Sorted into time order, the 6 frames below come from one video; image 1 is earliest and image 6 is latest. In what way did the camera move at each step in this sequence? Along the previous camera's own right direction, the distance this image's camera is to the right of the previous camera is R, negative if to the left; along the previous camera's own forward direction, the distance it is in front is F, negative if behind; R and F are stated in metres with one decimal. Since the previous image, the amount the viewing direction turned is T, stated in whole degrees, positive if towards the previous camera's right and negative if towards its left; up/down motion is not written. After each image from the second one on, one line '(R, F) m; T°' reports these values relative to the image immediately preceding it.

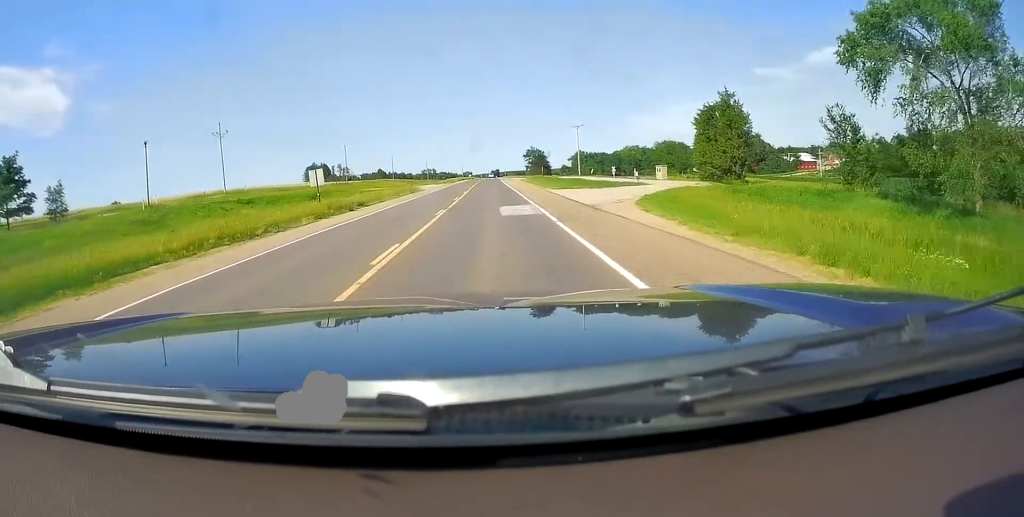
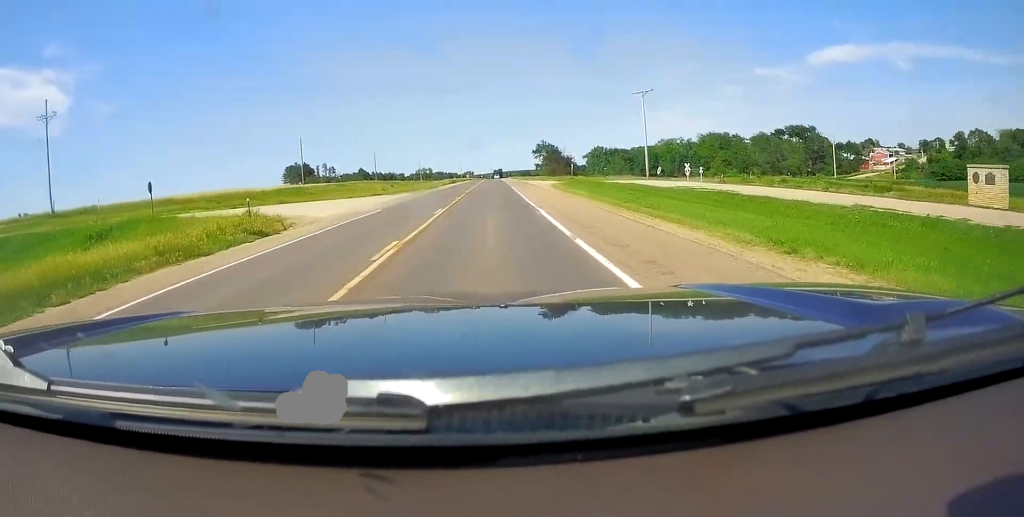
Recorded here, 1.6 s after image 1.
(-0.2, +48.2) m; +1°
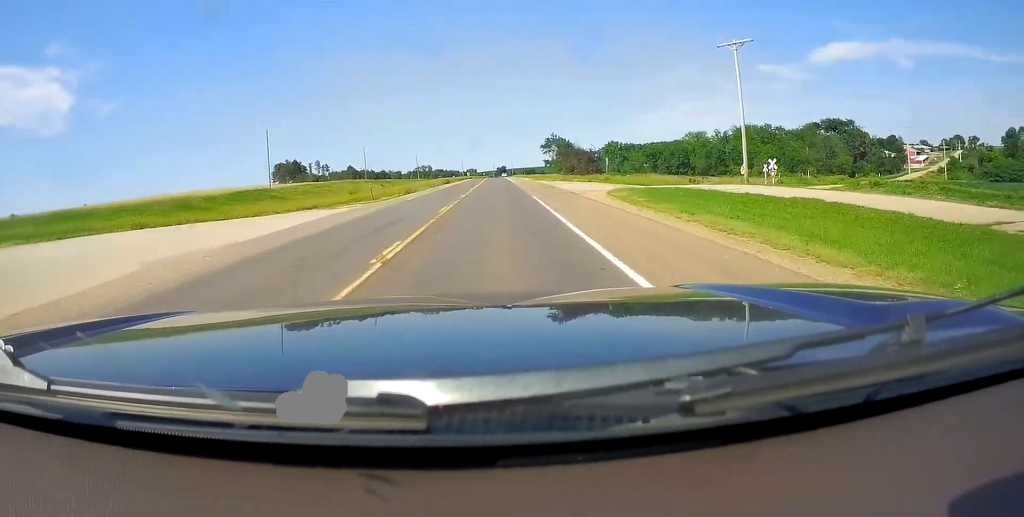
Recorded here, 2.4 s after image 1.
(+0.4, +25.1) m; +1°
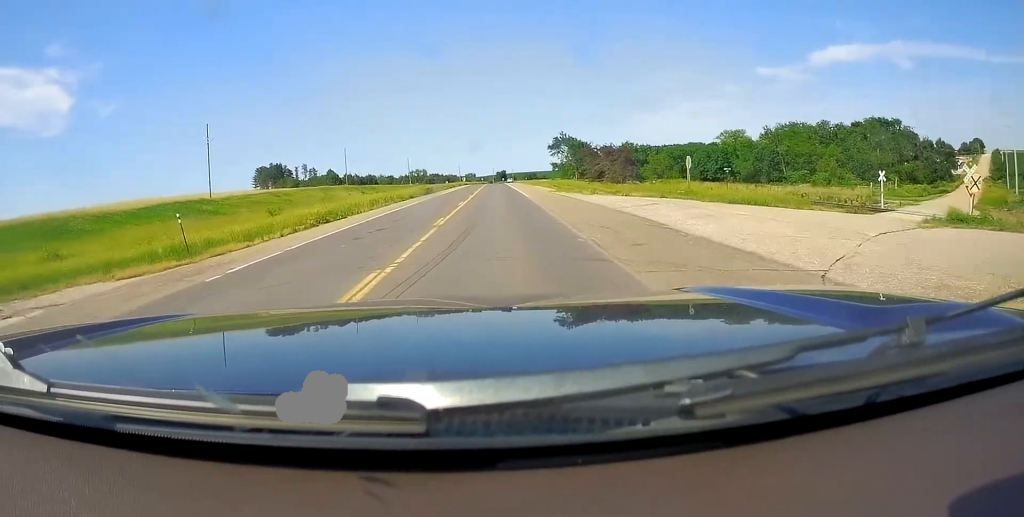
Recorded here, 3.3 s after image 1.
(0.0, +27.6) m; 0°
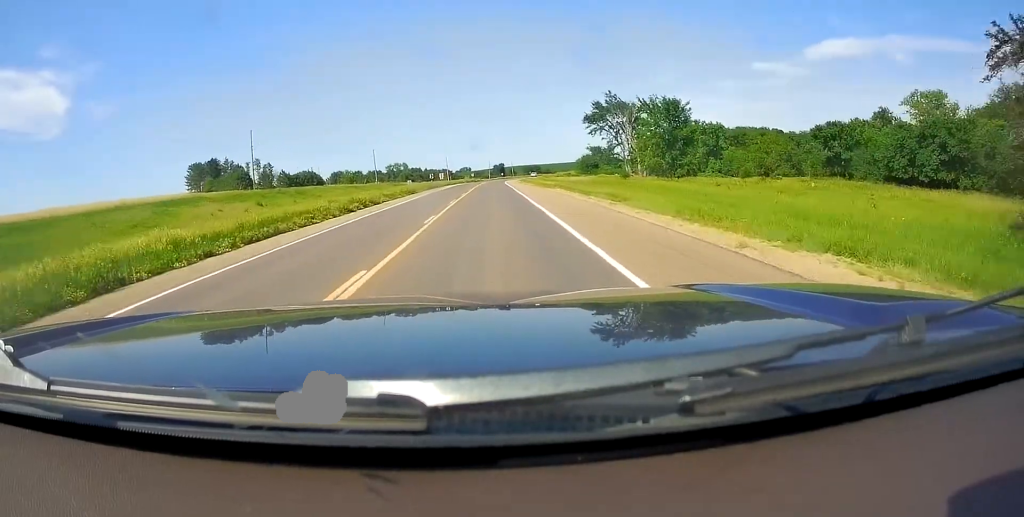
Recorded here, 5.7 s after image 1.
(-2.2, +73.0) m; -2°
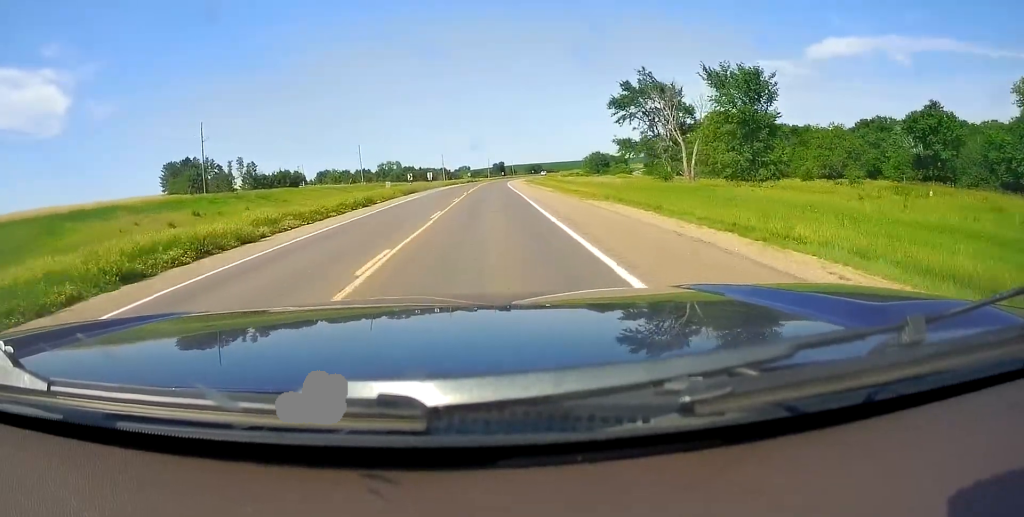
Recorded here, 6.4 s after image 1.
(+0.3, +21.5) m; +1°
